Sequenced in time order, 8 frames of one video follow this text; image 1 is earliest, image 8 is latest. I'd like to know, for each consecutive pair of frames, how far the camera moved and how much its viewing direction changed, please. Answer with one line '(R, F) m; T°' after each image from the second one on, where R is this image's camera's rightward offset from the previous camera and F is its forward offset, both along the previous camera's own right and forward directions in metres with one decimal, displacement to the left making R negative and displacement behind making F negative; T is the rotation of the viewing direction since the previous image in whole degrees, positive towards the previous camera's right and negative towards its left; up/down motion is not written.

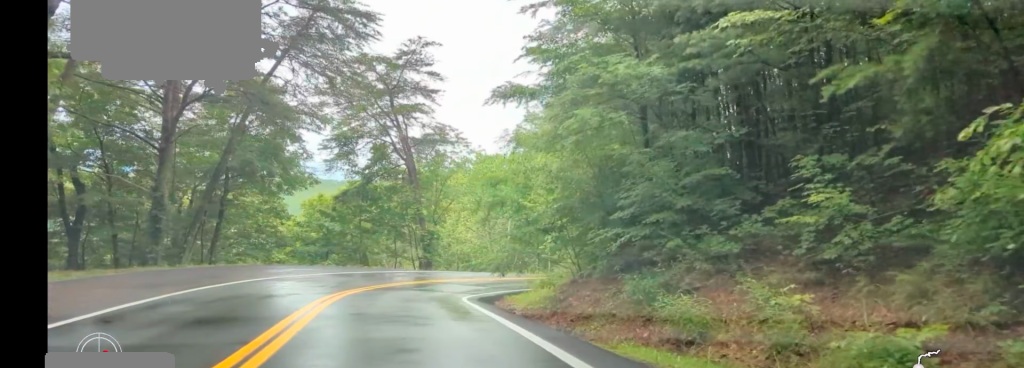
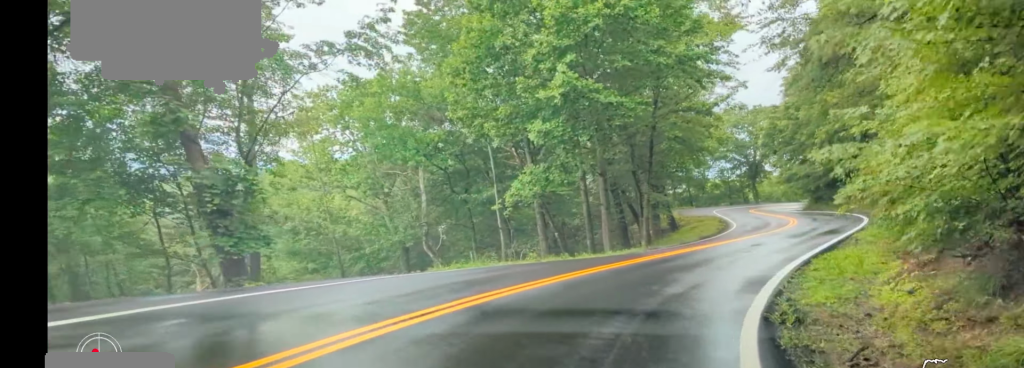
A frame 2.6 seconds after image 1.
(-1.9, +27.7) m; +13°
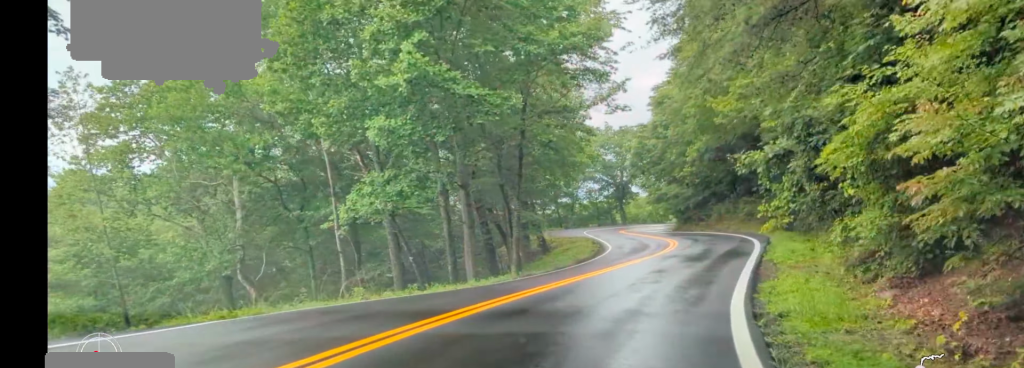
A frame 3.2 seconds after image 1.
(+0.8, +6.0) m; +13°
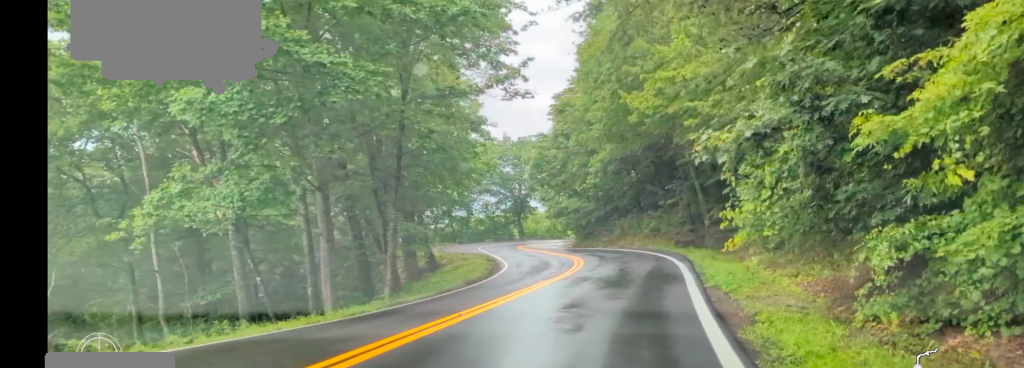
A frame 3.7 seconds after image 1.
(+0.6, +5.2) m; +6°
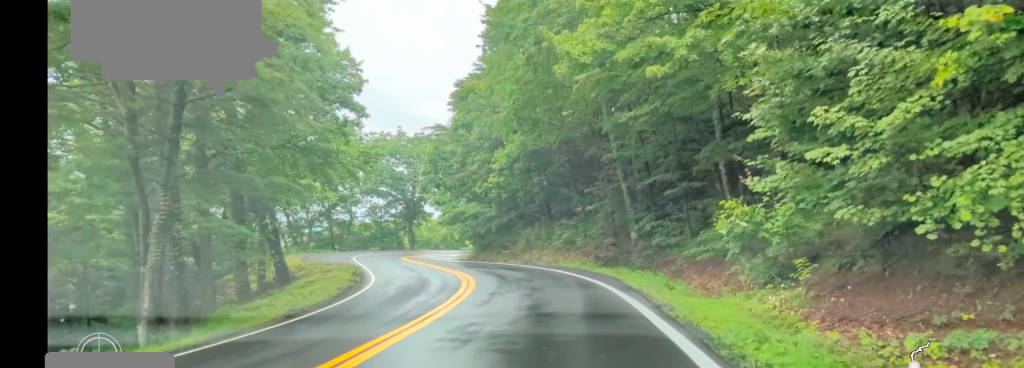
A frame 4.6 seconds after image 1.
(+0.7, +9.0) m; +6°
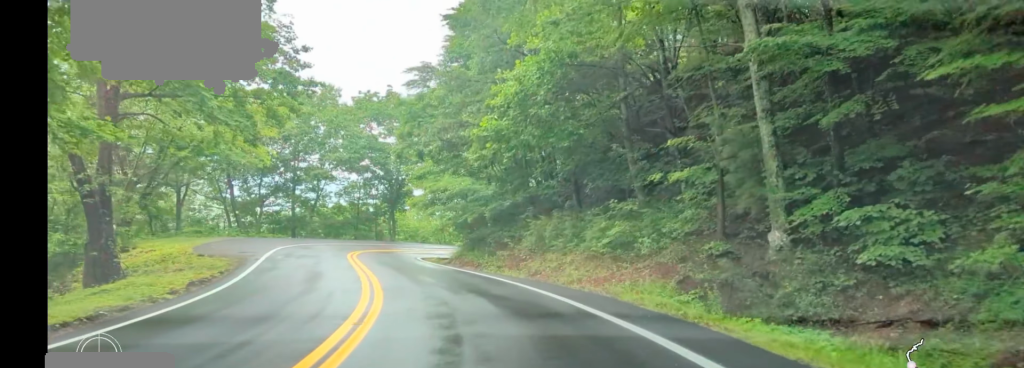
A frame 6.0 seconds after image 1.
(0.0, +15.9) m; -3°
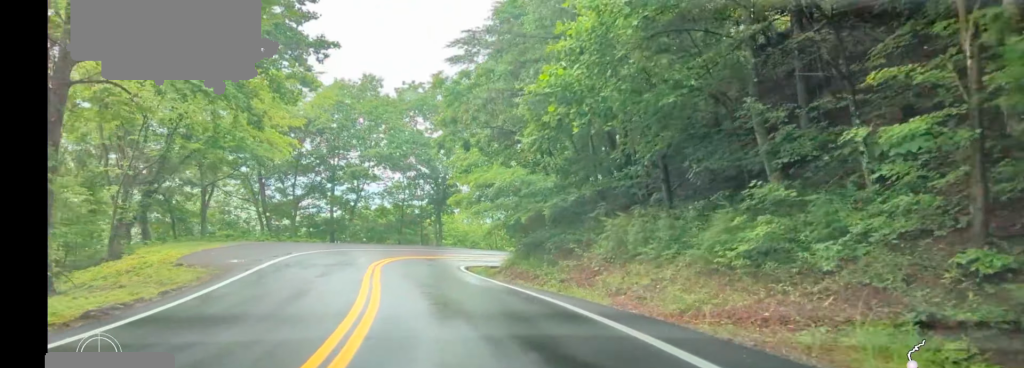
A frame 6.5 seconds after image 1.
(-0.1, +5.9) m; -2°
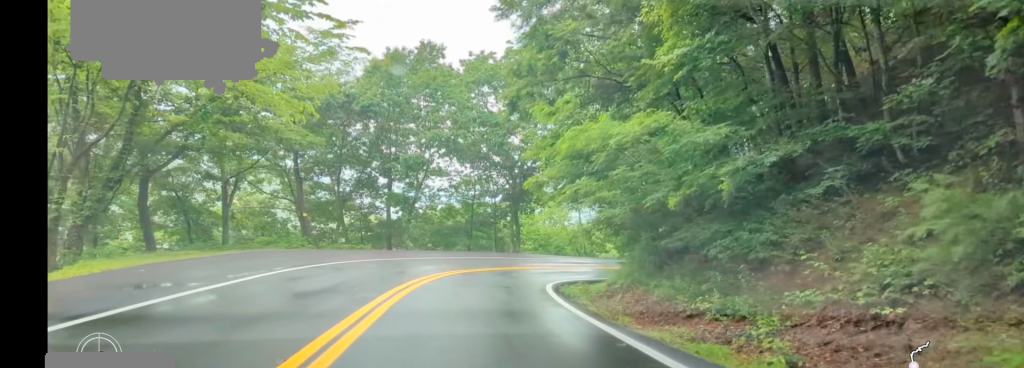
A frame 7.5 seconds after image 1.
(-0.4, +10.6) m; -4°
